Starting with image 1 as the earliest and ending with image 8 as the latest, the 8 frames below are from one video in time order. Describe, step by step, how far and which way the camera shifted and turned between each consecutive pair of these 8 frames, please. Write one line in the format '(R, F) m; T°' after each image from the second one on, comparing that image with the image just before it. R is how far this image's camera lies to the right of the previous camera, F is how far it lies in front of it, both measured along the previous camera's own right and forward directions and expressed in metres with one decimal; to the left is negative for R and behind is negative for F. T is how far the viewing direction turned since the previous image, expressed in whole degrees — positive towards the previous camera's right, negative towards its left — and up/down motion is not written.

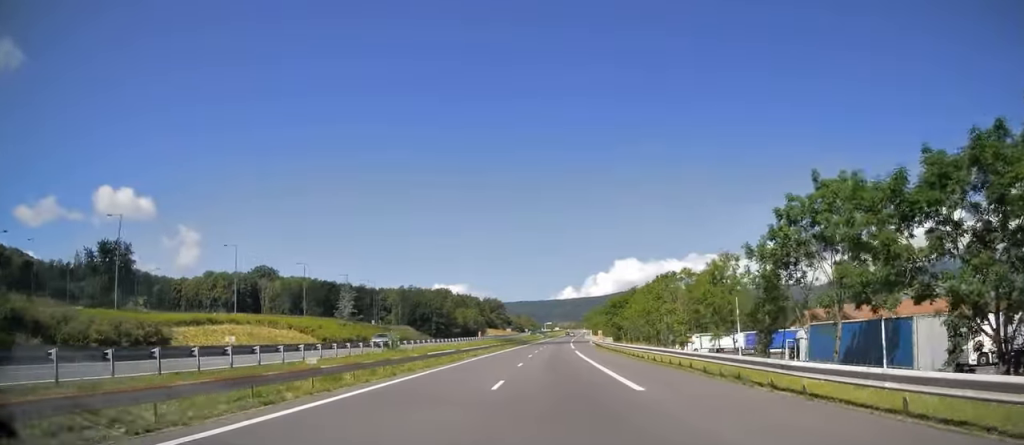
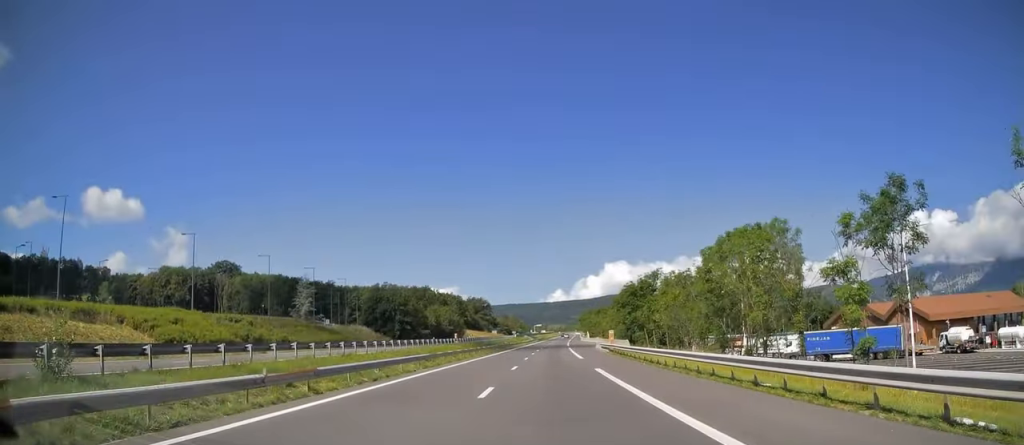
(+0.2, +27.8) m; +1°
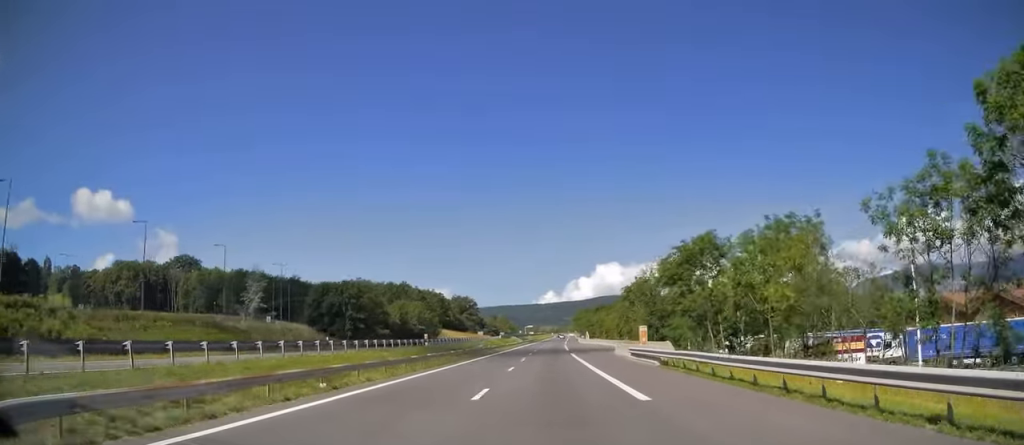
(+0.1, +26.2) m; +1°
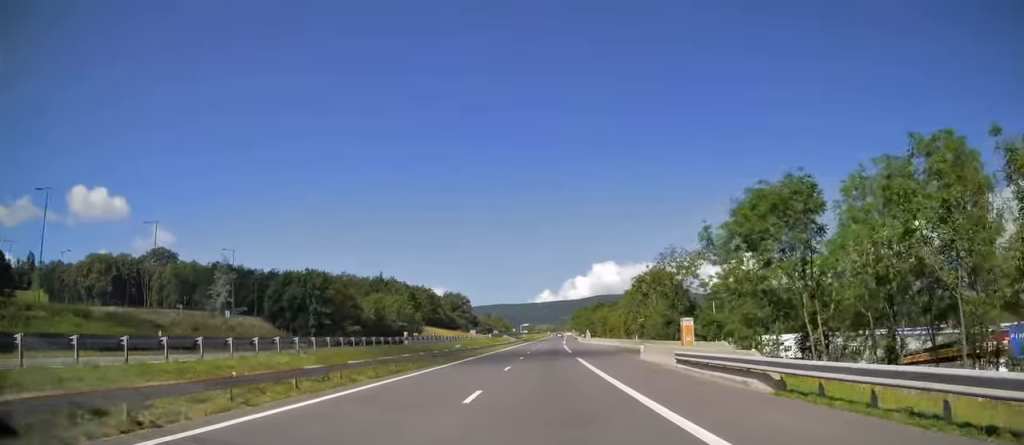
(+0.1, +13.9) m; 0°
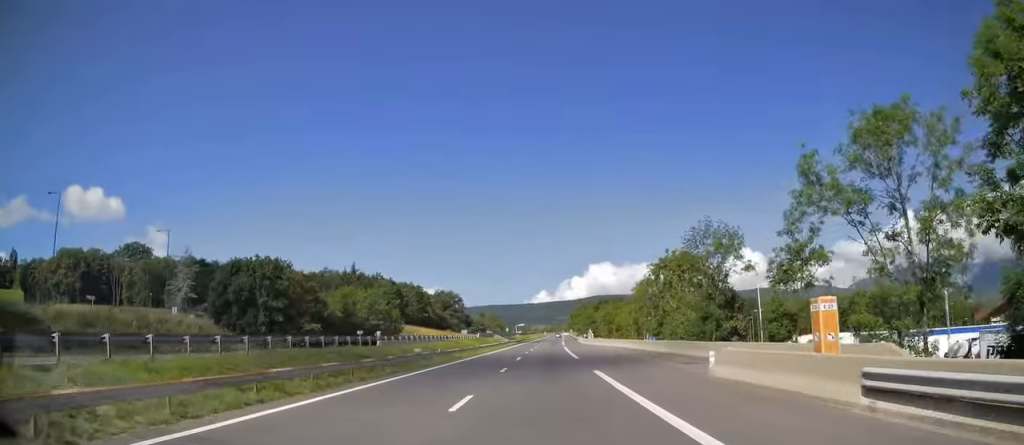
(0.0, +14.4) m; +1°
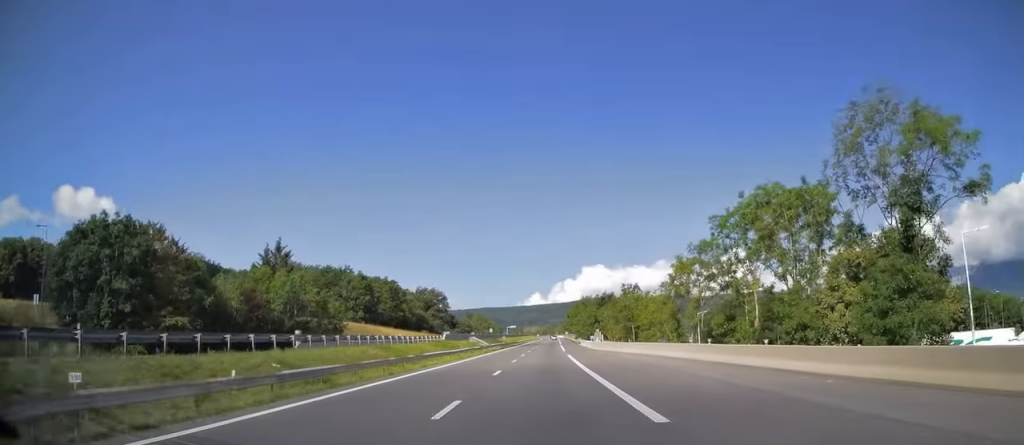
(0.0, +26.7) m; +1°
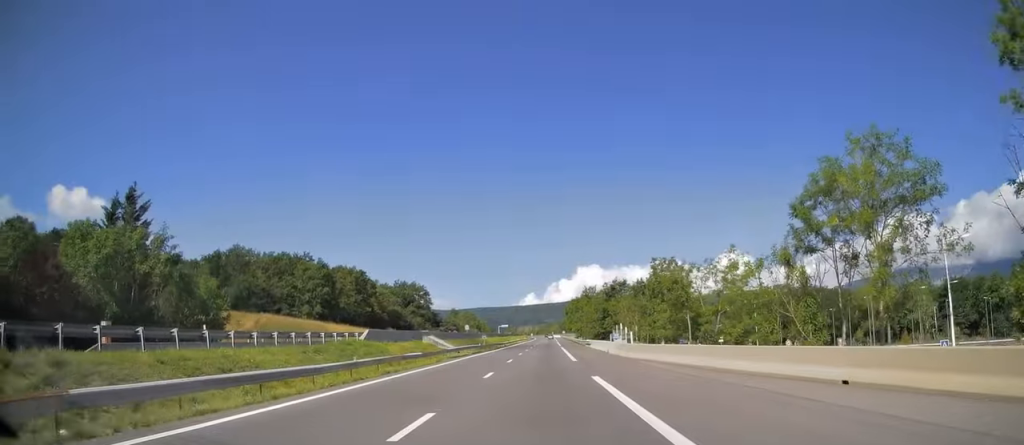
(+0.8, +28.3) m; +1°
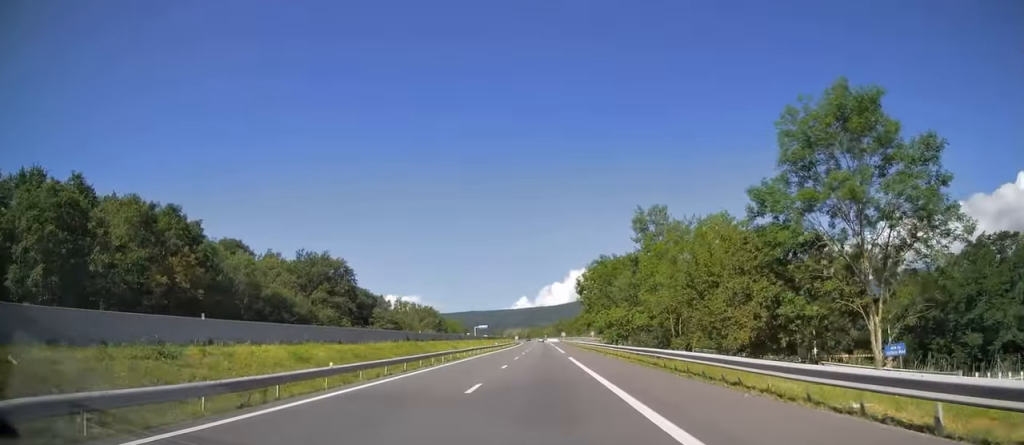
(-1.0, +83.3) m; -1°
